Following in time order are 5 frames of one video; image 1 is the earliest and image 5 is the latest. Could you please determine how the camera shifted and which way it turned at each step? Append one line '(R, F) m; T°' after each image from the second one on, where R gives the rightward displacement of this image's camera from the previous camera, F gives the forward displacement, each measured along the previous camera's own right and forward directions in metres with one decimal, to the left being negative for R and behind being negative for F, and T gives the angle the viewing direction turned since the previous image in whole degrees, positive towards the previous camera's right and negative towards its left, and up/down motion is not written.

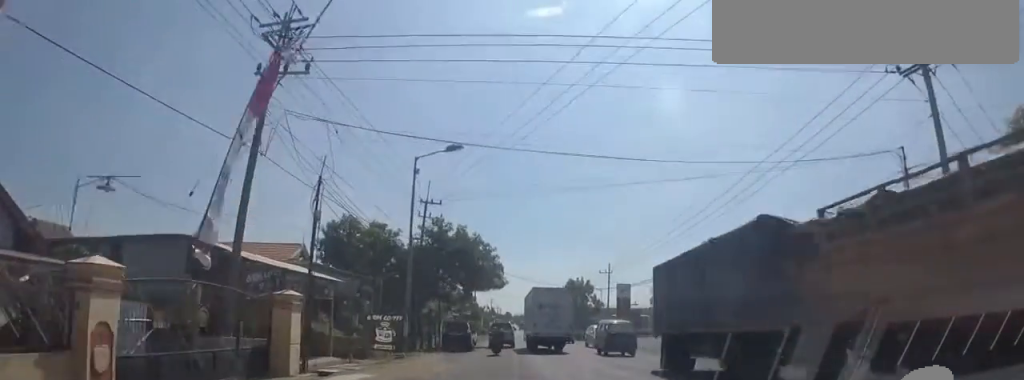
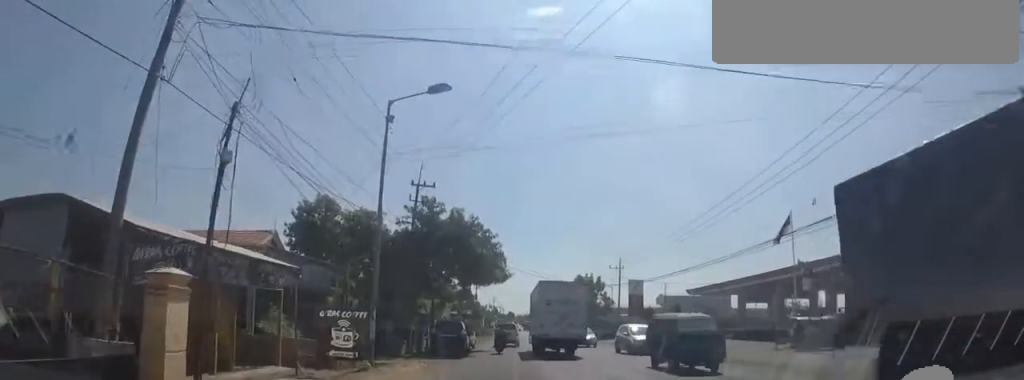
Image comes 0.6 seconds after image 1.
(+0.2, +4.7) m; -1°
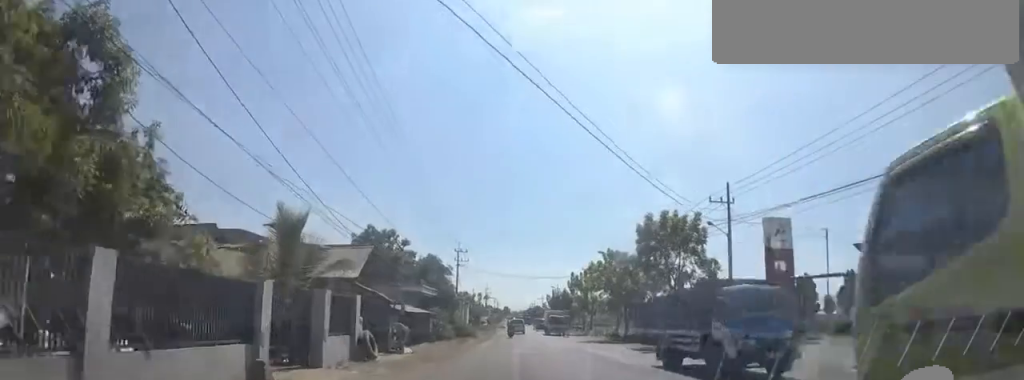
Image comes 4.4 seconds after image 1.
(-0.4, +30.3) m; +2°
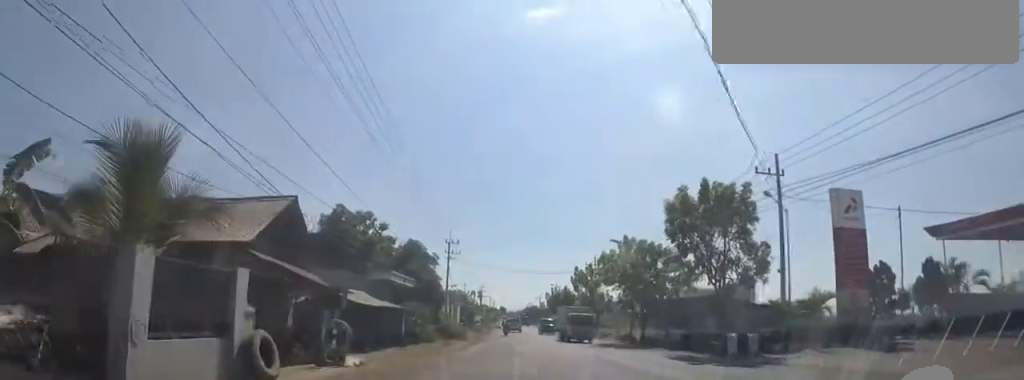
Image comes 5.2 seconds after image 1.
(+0.9, +6.8) m; -1°
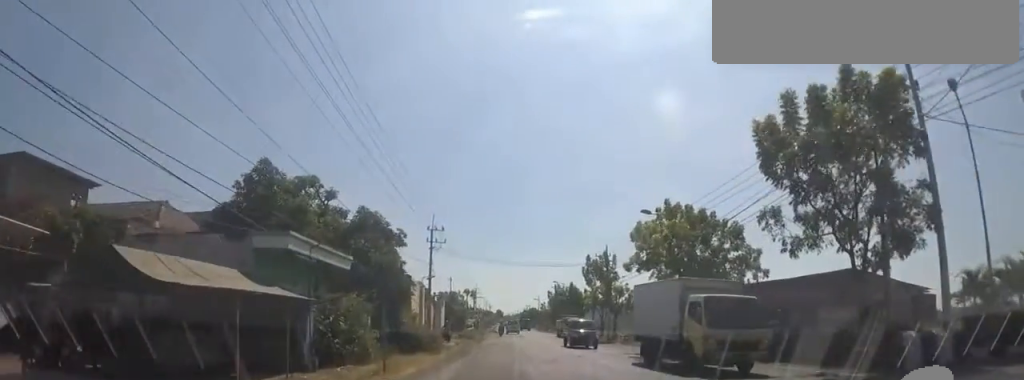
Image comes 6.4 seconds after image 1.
(-1.1, +10.5) m; 0°
